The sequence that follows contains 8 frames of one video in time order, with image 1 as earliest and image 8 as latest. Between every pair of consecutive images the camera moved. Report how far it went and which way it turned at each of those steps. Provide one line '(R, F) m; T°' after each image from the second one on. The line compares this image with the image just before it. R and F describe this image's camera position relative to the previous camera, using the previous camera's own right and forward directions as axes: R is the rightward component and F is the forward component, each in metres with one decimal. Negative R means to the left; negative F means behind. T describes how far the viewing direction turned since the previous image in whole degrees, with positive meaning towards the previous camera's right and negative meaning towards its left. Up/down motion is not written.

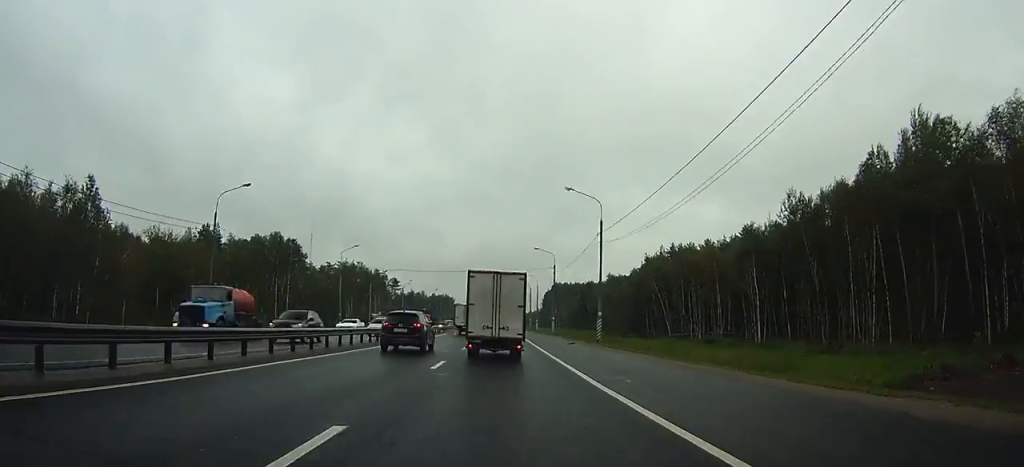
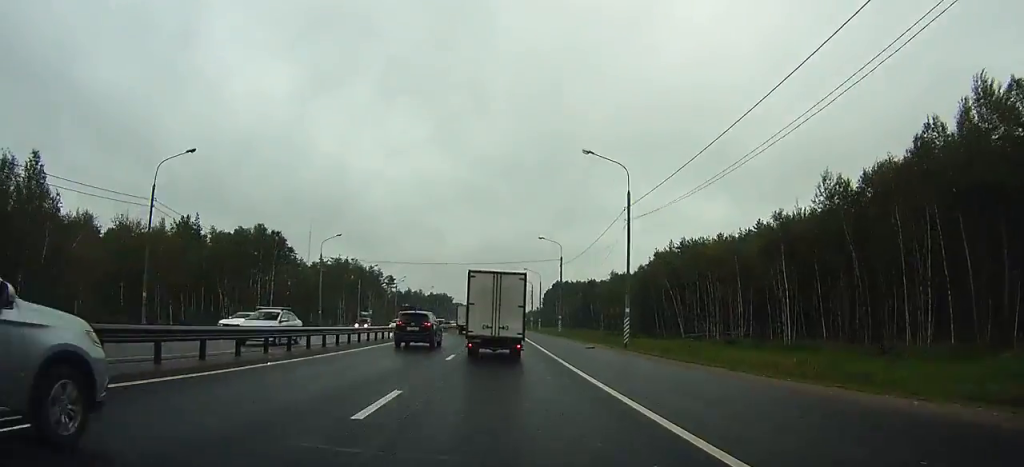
(0.0, +7.9) m; 0°
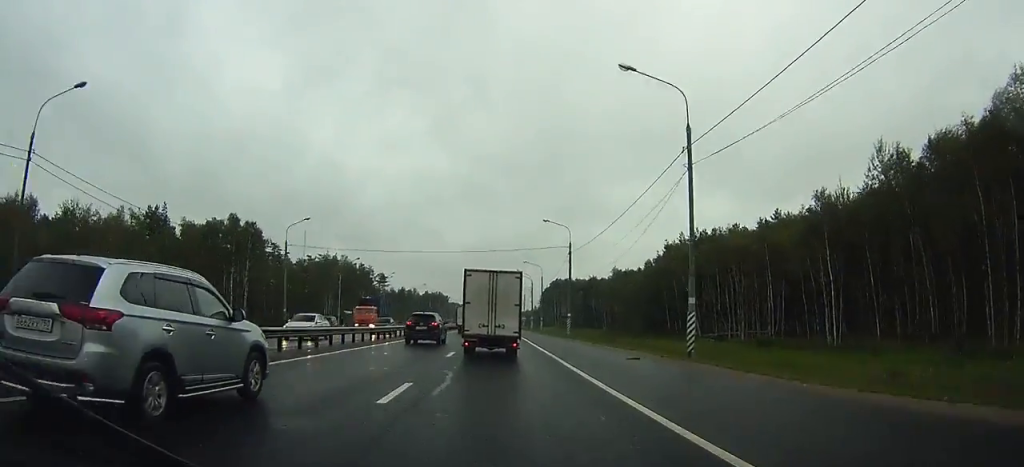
(0.0, +10.1) m; +1°
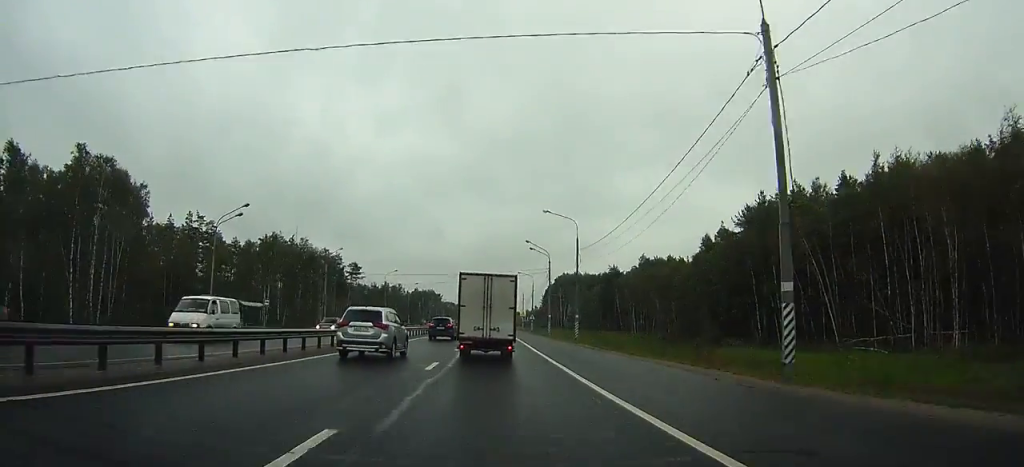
(+0.6, +39.7) m; +1°
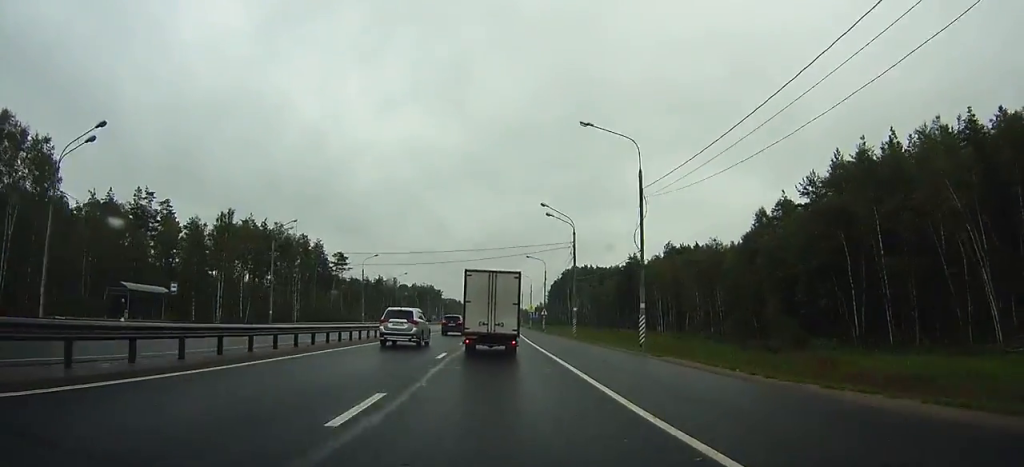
(+0.1, +21.0) m; 0°
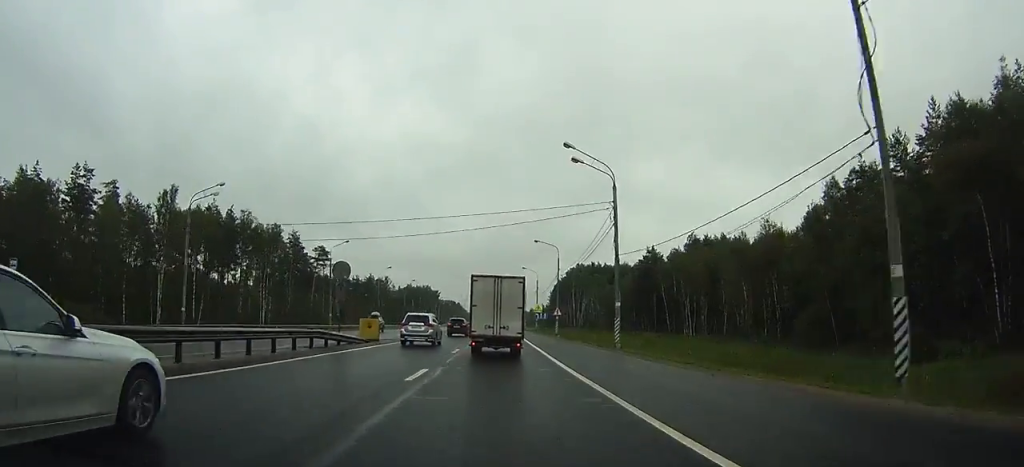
(0.0, +18.5) m; 0°
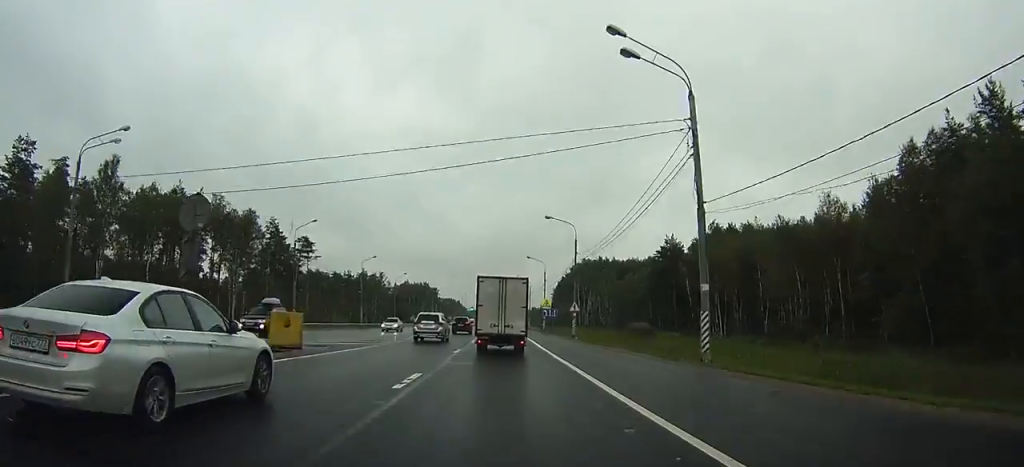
(0.0, +14.5) m; 0°
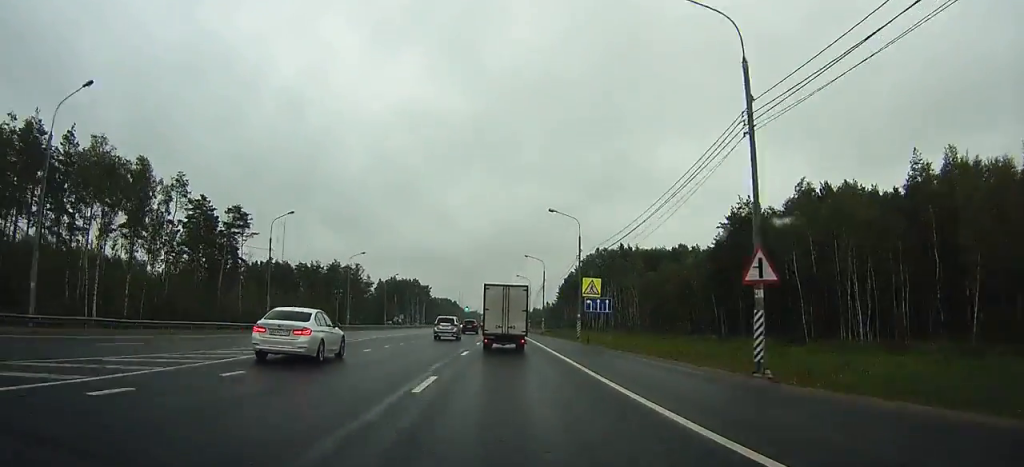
(-0.2, +39.4) m; 0°
